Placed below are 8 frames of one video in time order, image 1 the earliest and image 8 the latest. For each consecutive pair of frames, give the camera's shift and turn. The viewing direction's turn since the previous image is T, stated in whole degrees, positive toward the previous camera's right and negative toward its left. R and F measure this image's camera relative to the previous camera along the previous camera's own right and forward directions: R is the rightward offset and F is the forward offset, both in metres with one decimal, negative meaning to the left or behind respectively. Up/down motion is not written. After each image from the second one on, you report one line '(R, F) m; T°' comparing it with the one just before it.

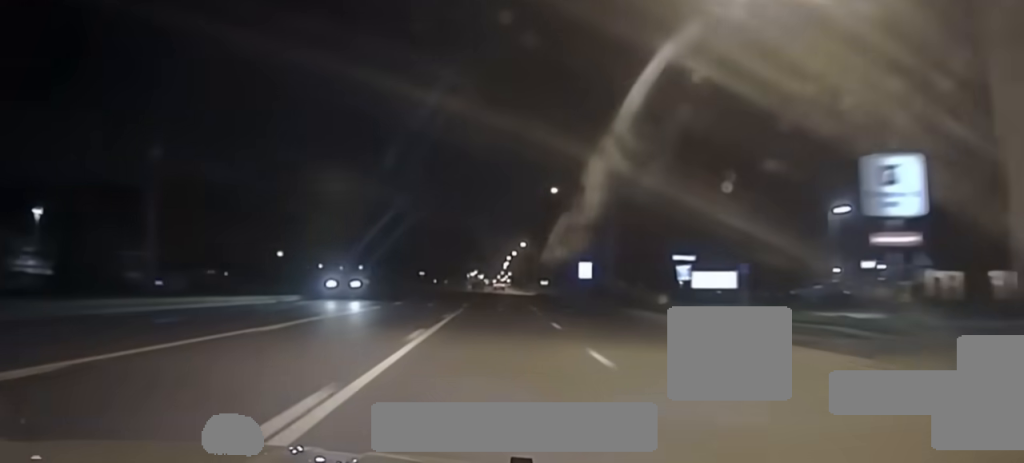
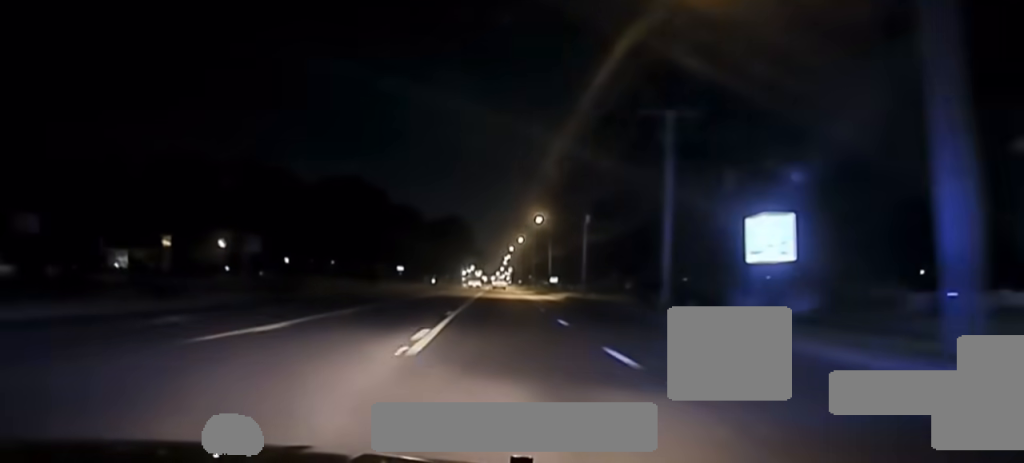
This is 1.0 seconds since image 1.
(-0.4, +48.0) m; 0°
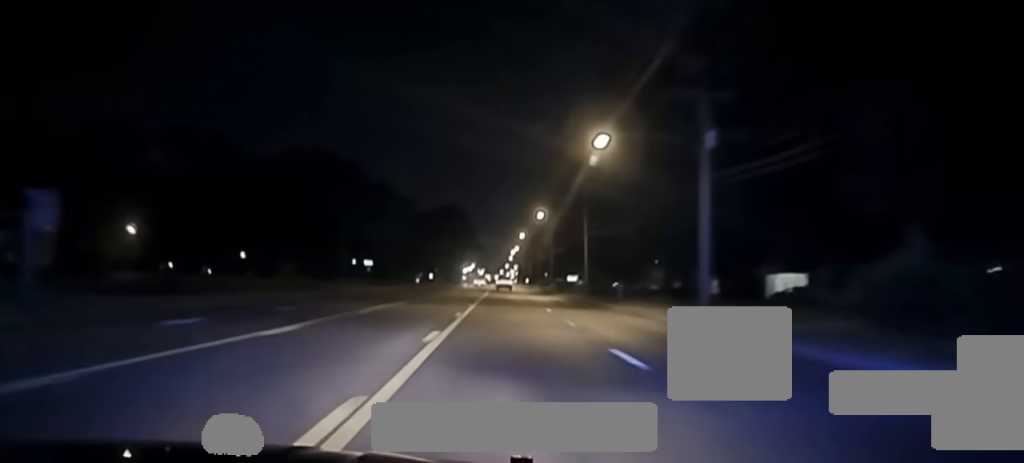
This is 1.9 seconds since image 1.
(+0.1, +42.8) m; 0°
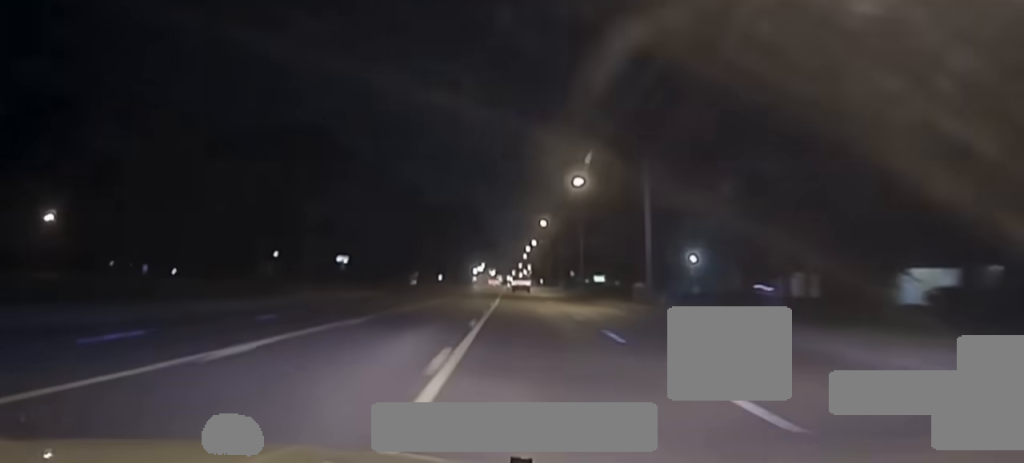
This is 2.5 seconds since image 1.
(-0.1, +25.4) m; 0°
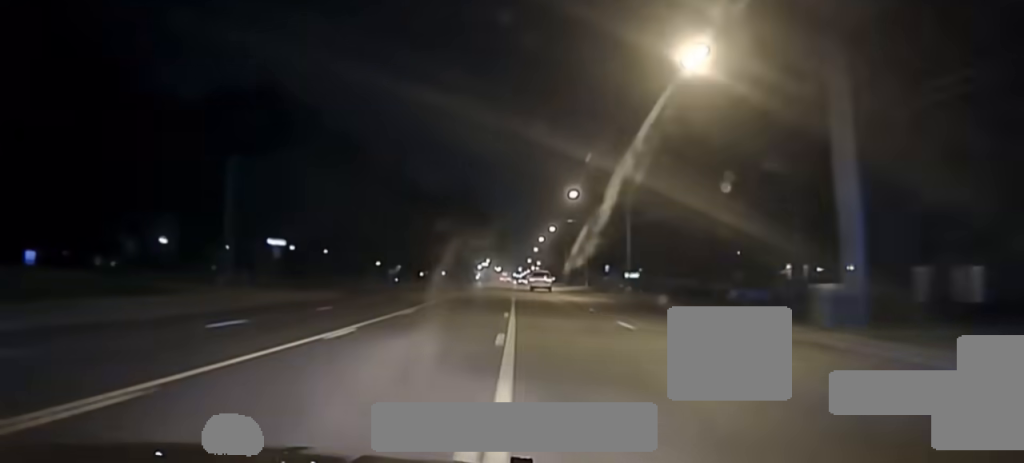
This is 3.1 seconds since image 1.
(0.0, +27.3) m; 0°
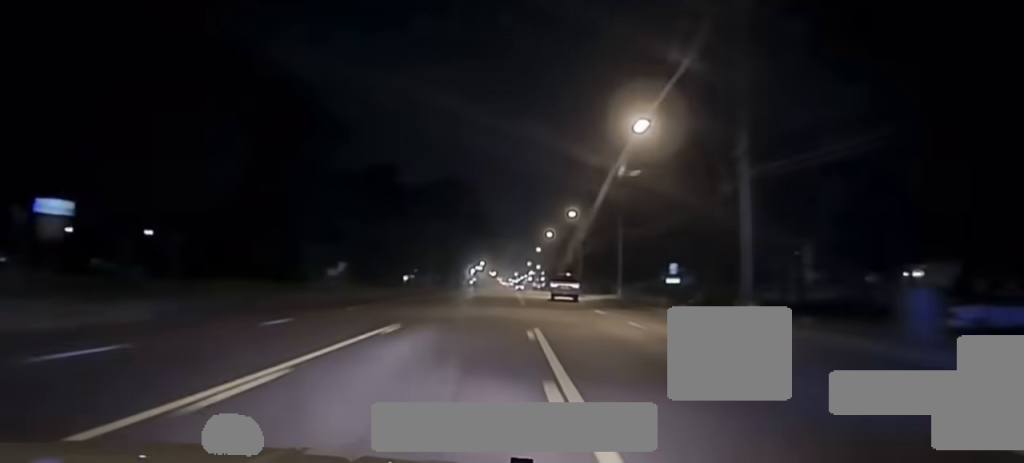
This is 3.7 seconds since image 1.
(-0.2, +33.1) m; 0°
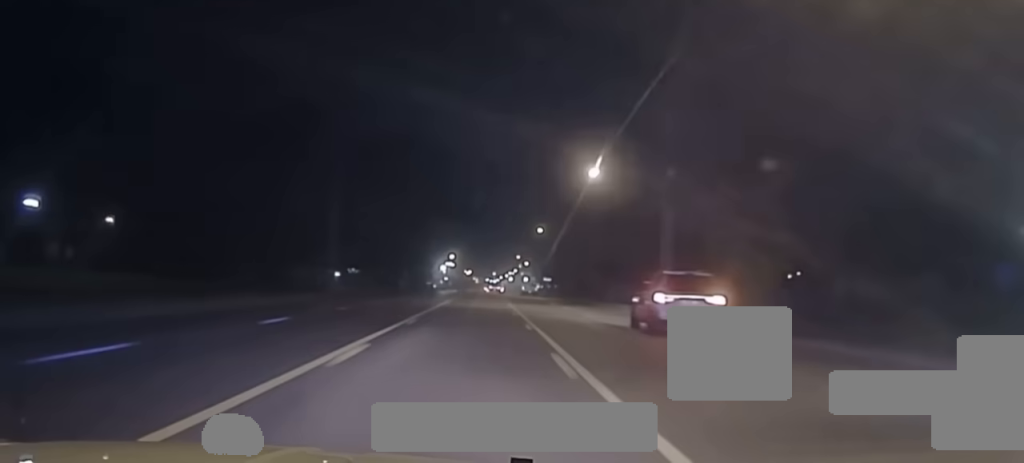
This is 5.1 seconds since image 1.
(+0.5, +76.2) m; +1°
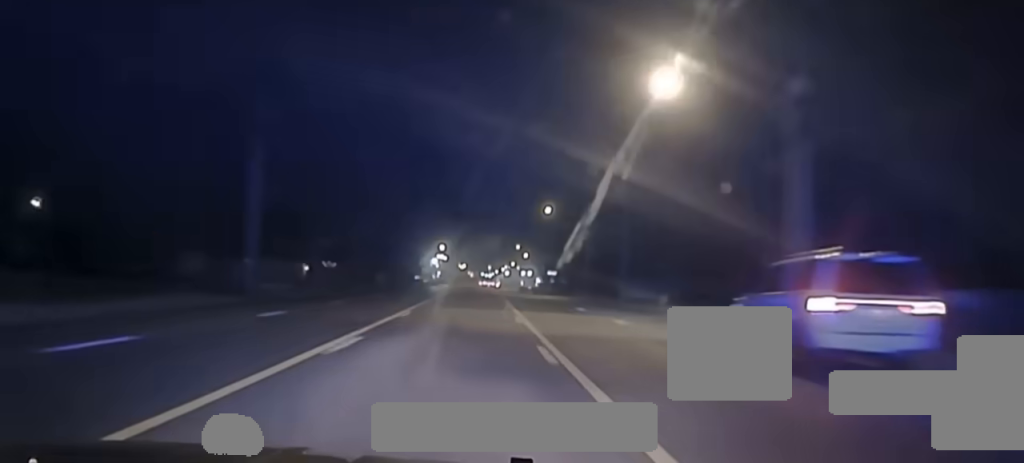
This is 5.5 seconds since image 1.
(+0.2, +26.9) m; 0°
